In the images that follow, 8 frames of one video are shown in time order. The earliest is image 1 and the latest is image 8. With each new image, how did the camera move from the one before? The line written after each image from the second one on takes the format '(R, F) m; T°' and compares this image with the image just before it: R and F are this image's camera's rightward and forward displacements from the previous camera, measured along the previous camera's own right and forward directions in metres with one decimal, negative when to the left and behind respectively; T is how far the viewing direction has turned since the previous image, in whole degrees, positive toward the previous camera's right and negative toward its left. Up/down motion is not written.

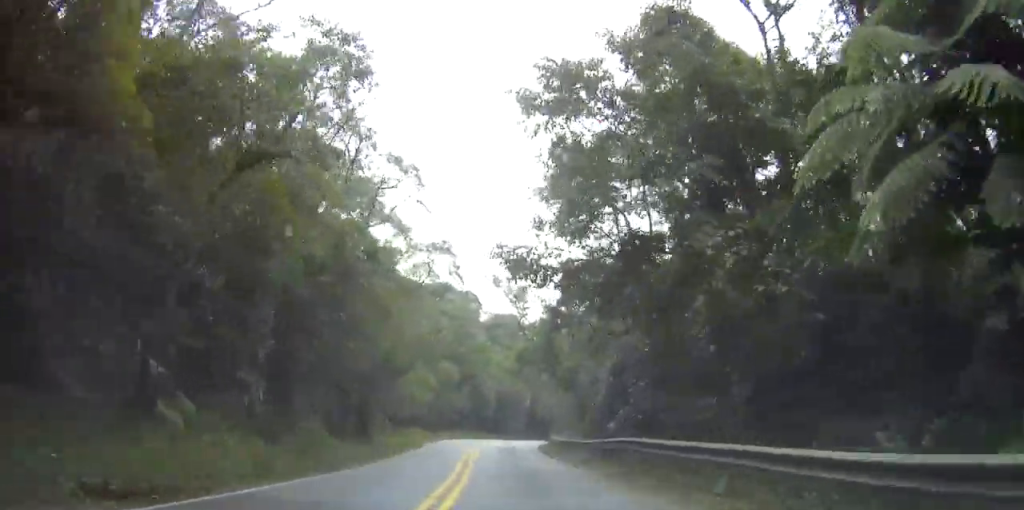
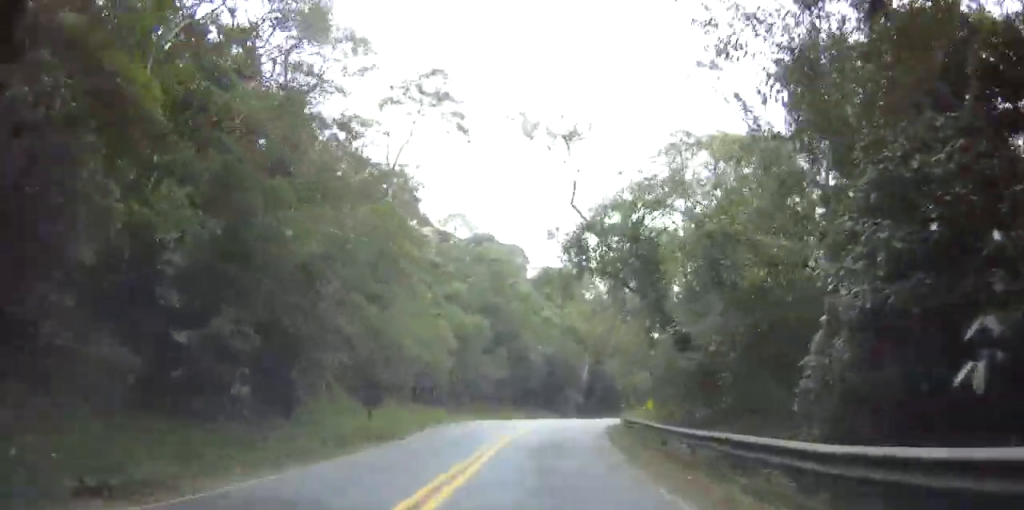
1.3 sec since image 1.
(-0.4, +18.7) m; -2°
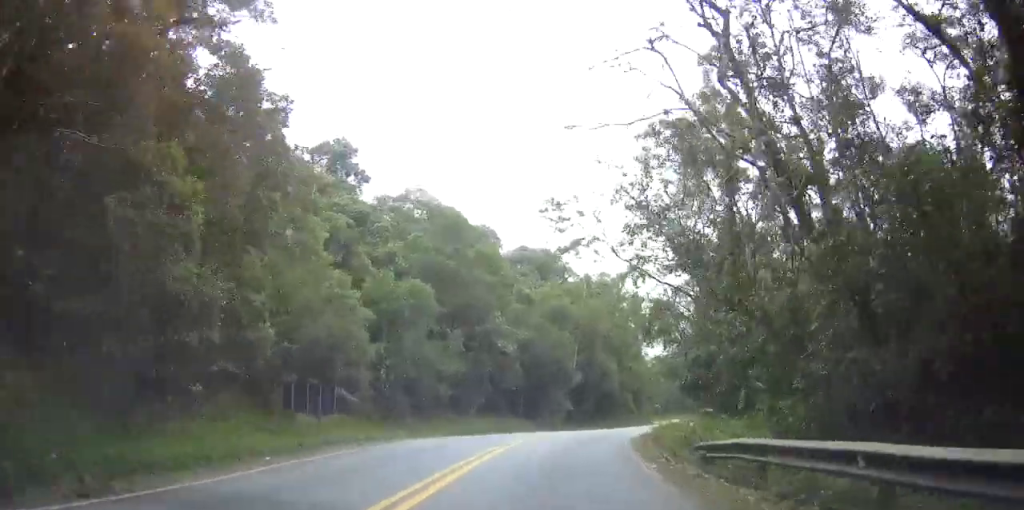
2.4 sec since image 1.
(+0.3, +17.4) m; +4°
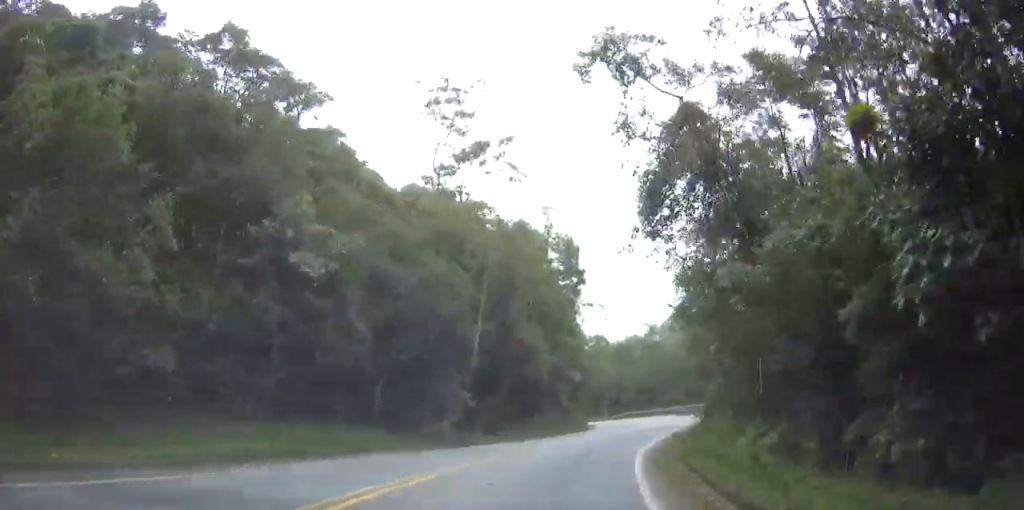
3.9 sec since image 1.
(+1.2, +23.0) m; +7°
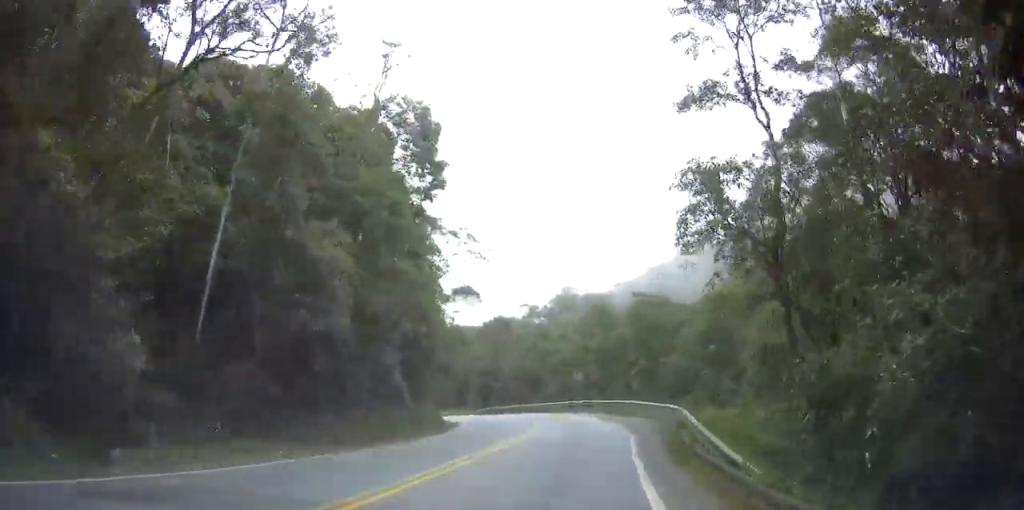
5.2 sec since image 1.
(+1.6, +20.7) m; +8°
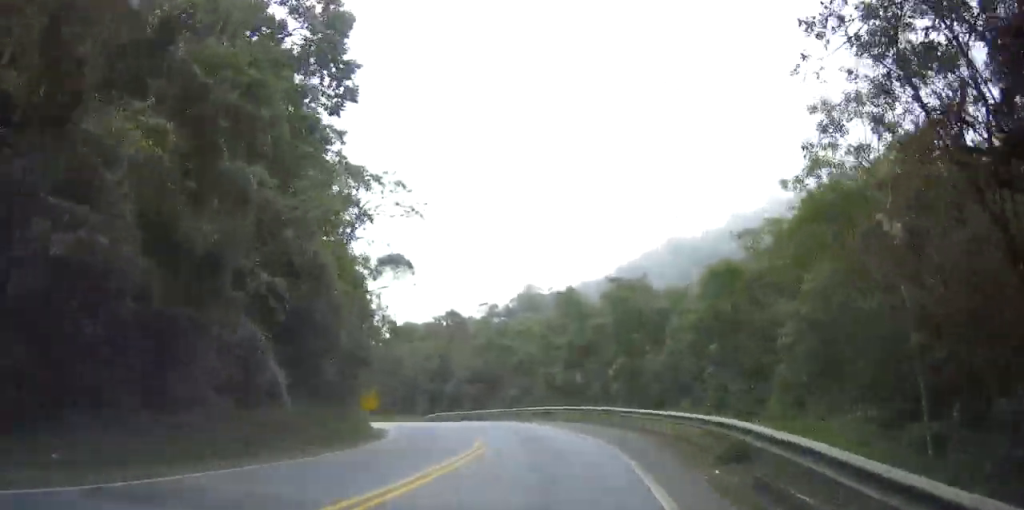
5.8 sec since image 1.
(+0.3, +9.3) m; -1°
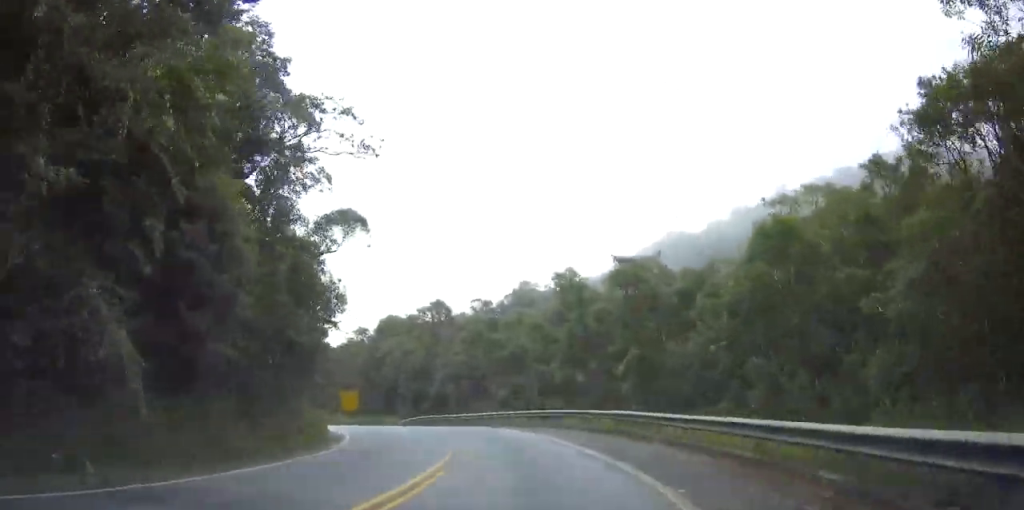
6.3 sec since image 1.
(+0.2, +7.1) m; -1°
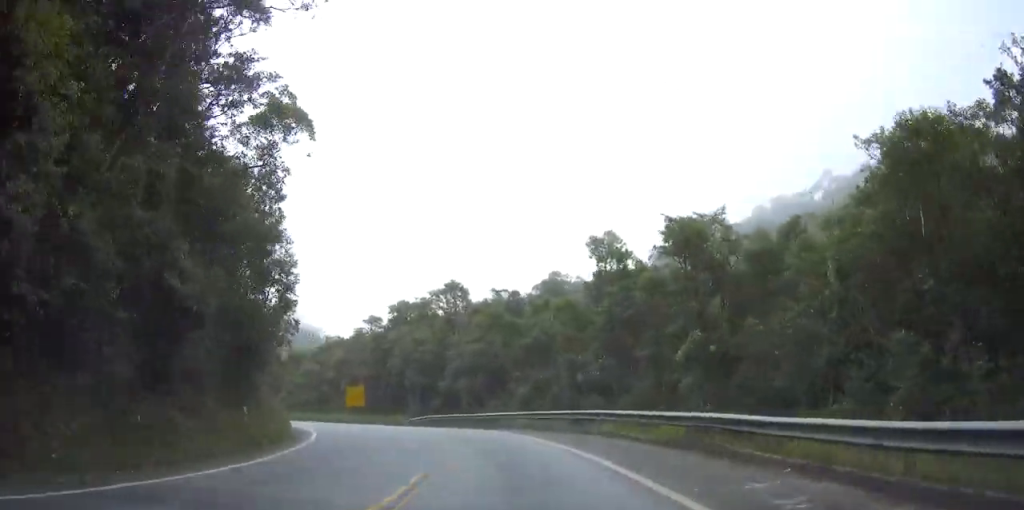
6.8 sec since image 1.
(-0.6, +8.4) m; -2°
